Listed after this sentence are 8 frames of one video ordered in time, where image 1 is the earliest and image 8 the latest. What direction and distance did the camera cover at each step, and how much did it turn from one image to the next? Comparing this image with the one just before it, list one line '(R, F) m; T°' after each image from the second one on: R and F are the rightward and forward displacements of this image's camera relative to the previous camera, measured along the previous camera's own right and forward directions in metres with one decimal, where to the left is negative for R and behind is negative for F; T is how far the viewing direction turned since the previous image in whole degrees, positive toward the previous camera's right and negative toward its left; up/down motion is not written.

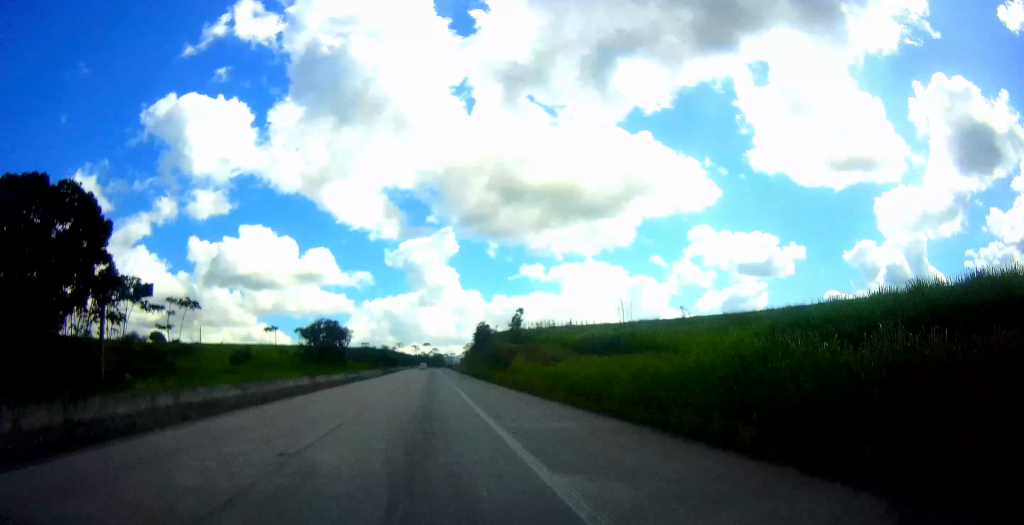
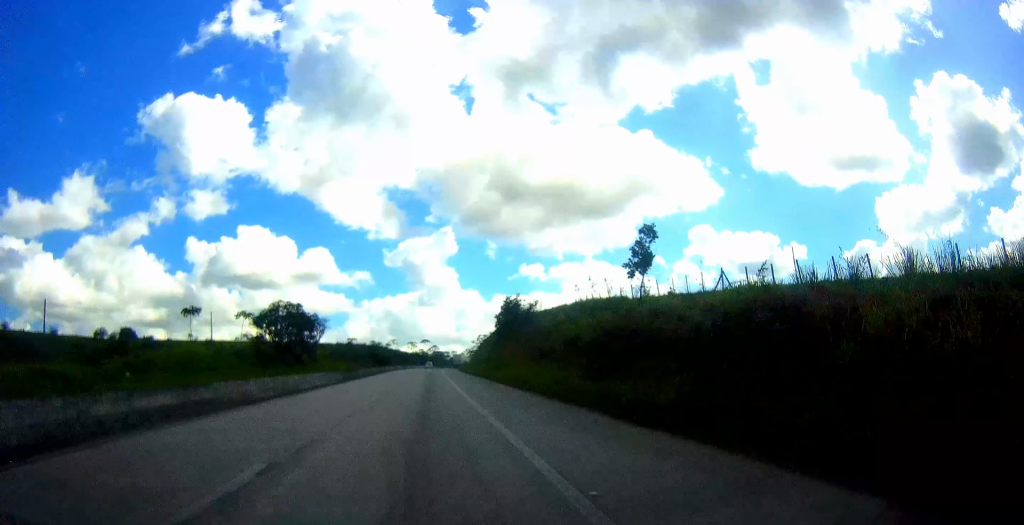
(0.0, +38.9) m; -1°
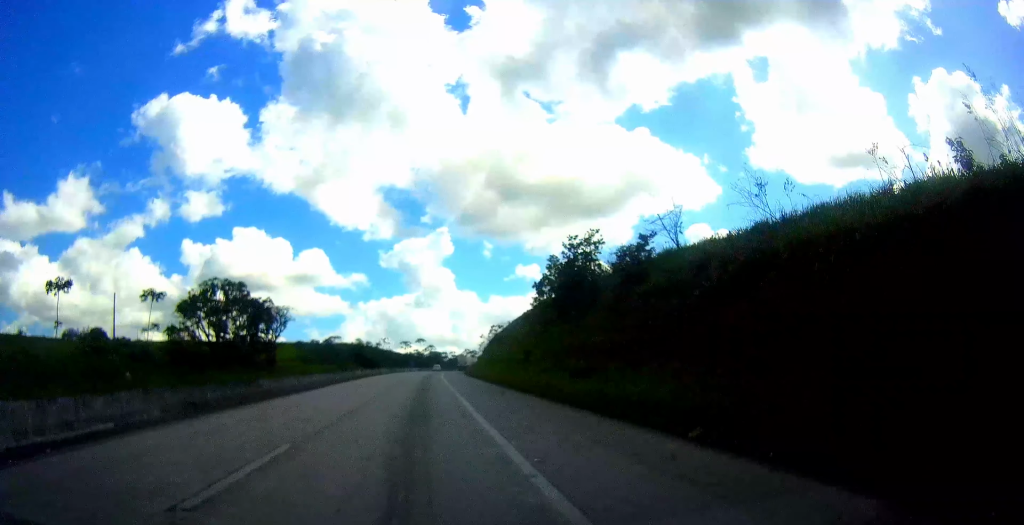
(-0.3, +30.3) m; +1°
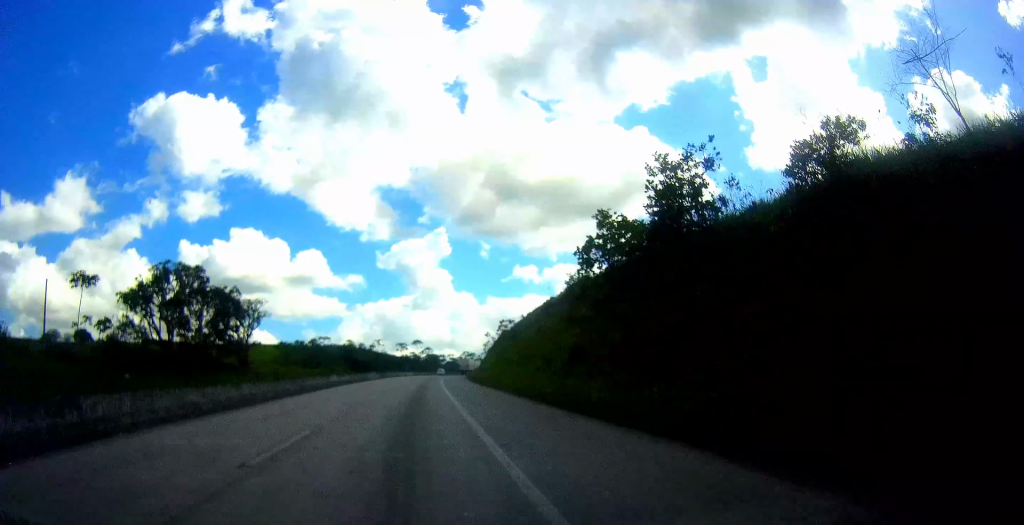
(+0.4, +13.8) m; +1°
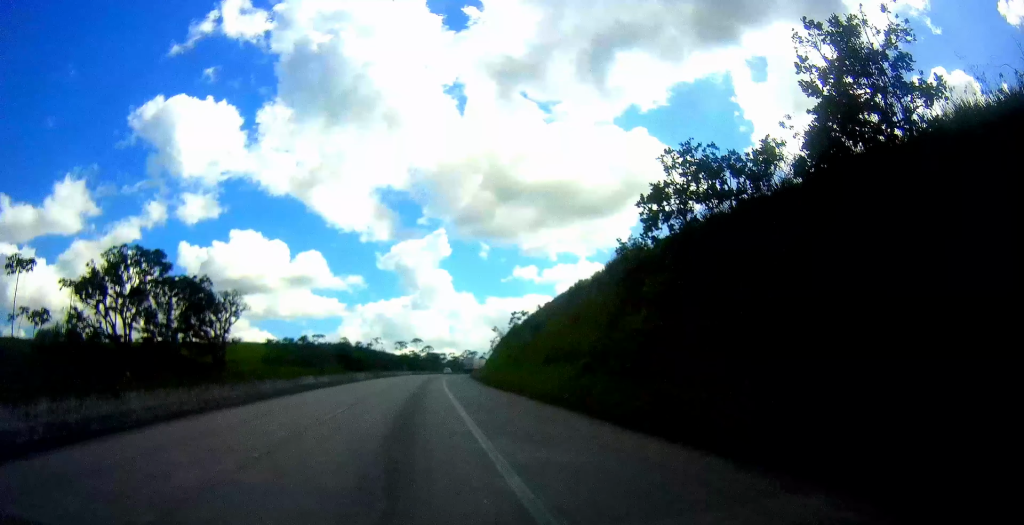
(-0.2, +9.8) m; 0°
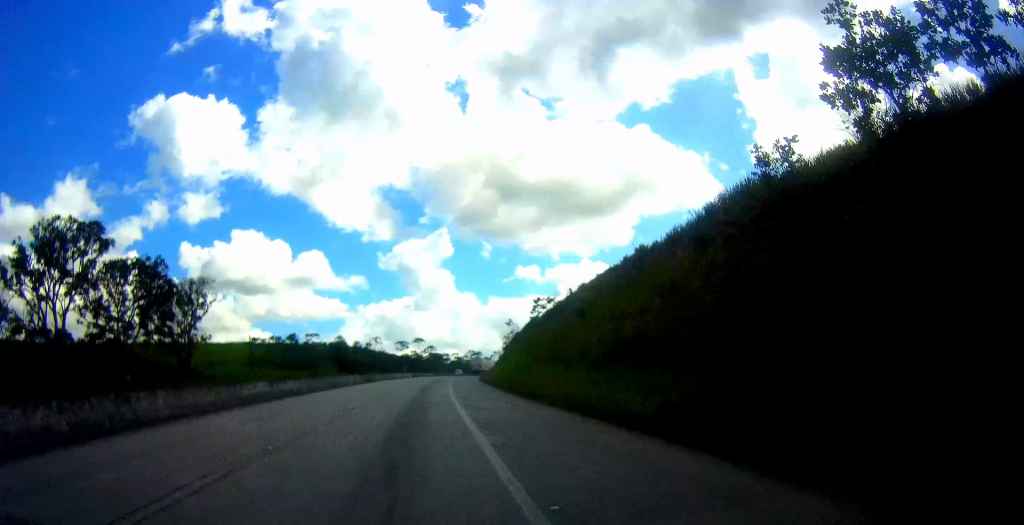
(-0.2, +11.8) m; 0°
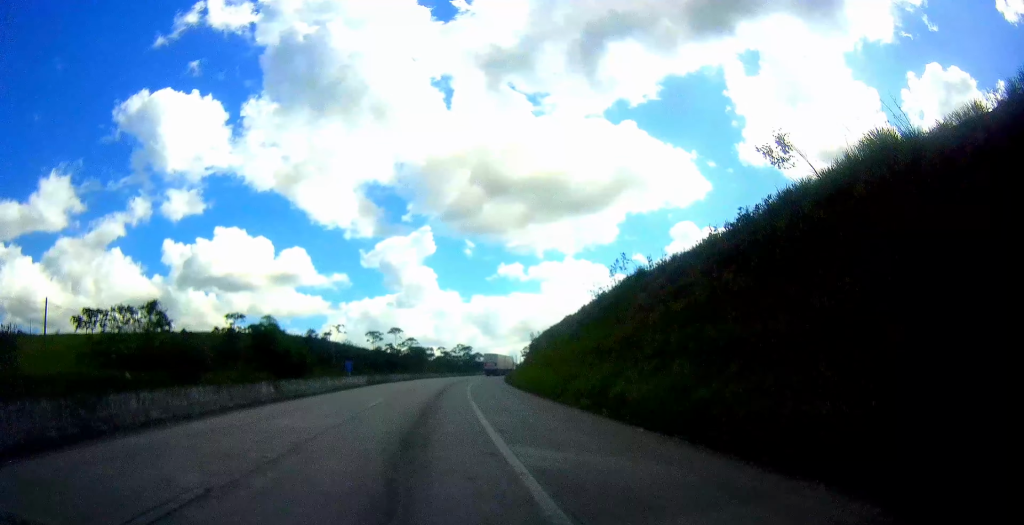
(+0.2, +50.7) m; +1°
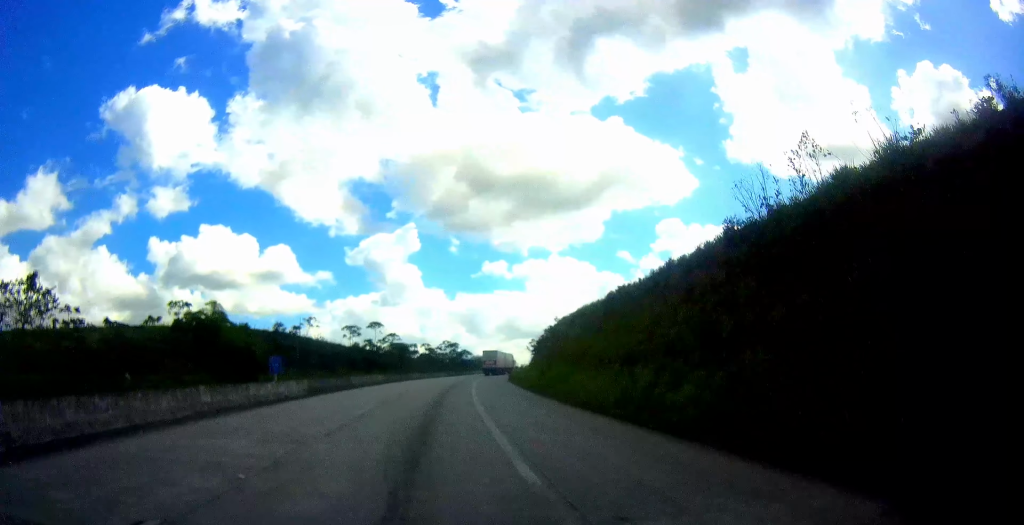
(+0.4, +18.3) m; +1°
